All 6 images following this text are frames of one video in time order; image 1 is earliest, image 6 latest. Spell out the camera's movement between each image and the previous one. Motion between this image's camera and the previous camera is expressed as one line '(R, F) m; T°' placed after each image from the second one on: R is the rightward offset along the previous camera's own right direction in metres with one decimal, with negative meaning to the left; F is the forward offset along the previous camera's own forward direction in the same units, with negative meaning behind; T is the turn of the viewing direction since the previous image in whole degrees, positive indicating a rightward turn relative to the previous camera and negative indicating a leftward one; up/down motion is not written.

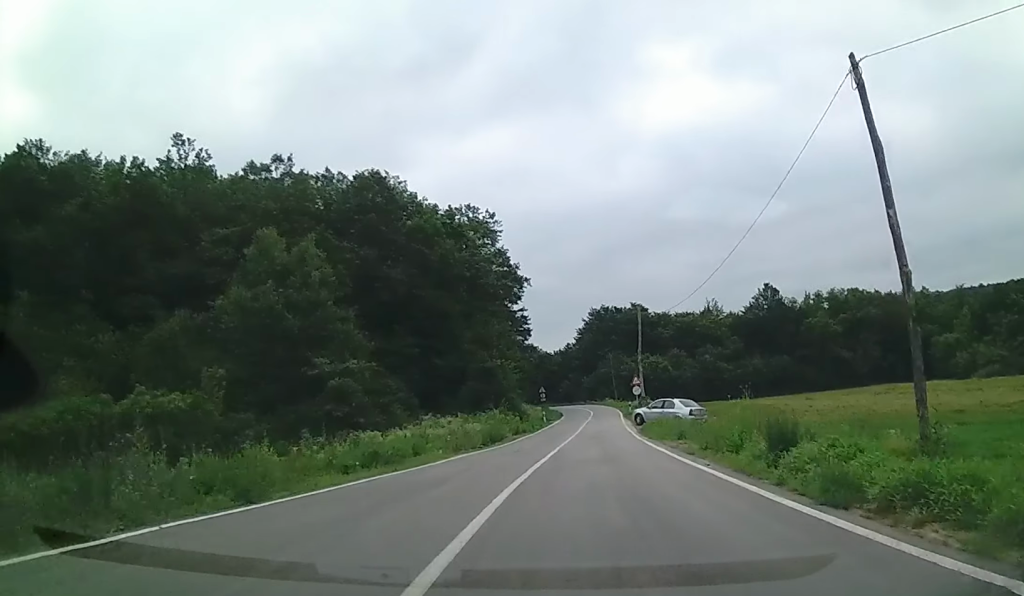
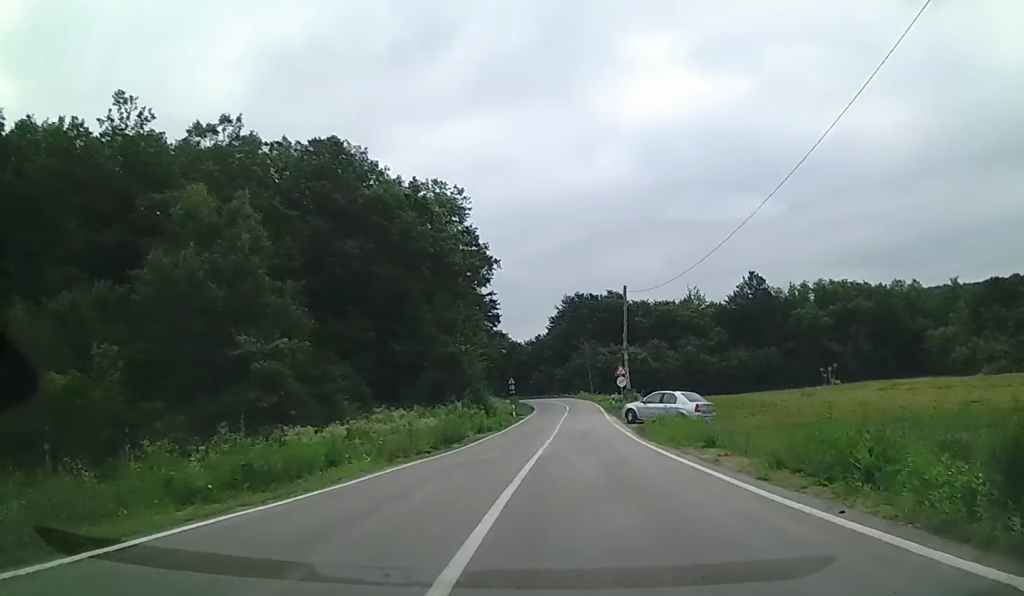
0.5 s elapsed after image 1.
(+0.2, +7.3) m; +2°
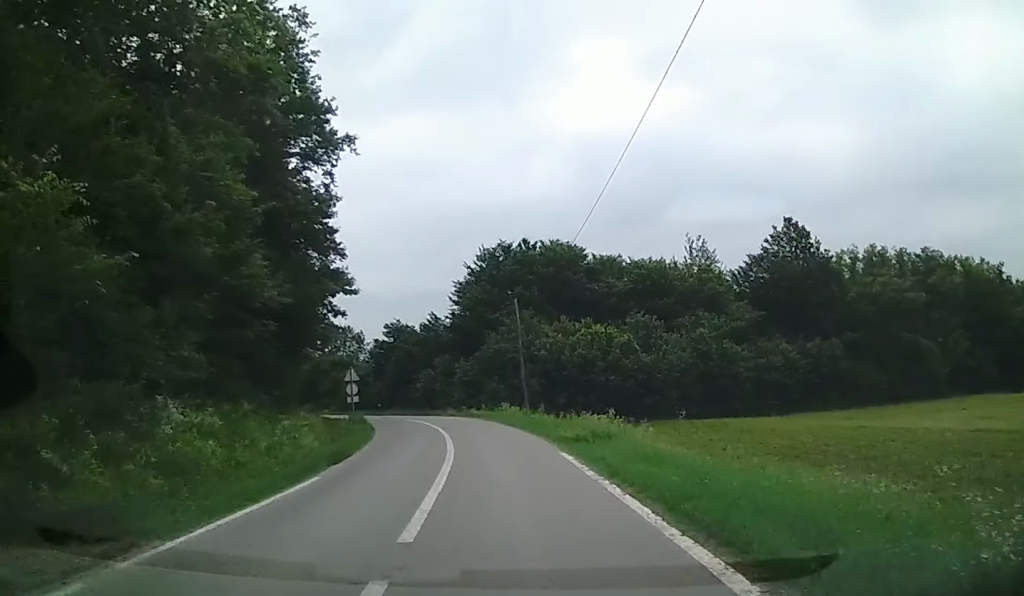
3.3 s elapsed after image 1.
(+2.5, +43.4) m; +1°
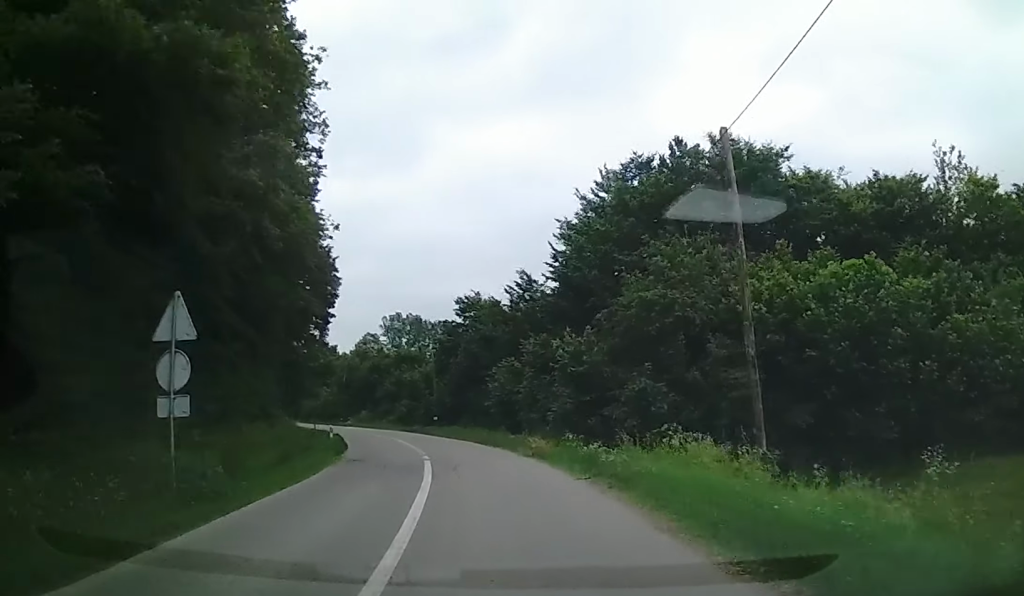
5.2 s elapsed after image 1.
(-2.7, +25.9) m; -17°
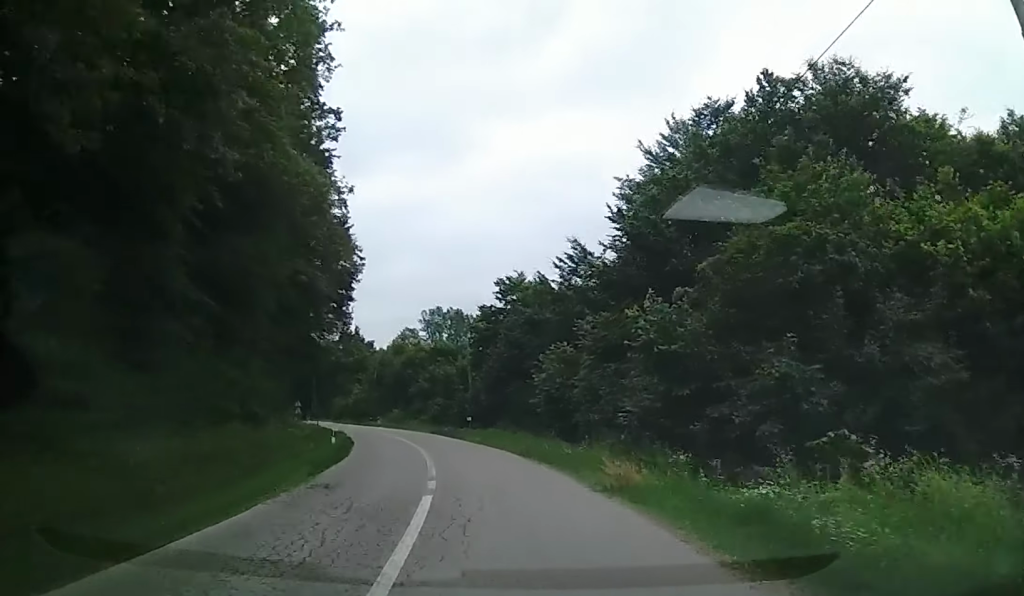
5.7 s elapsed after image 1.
(-0.7, +7.6) m; -3°
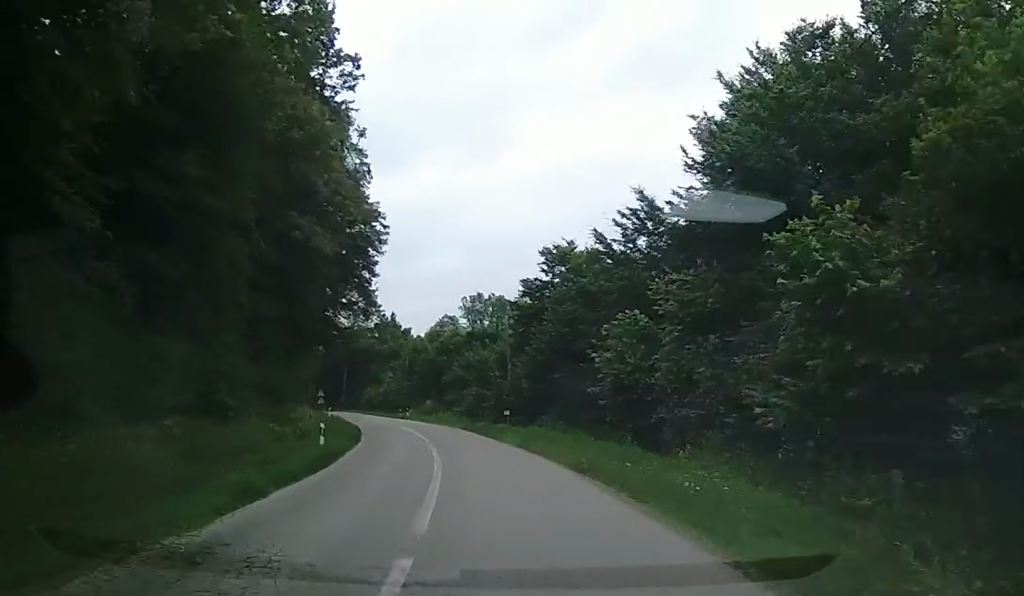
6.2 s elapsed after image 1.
(-0.3, +7.2) m; -3°
